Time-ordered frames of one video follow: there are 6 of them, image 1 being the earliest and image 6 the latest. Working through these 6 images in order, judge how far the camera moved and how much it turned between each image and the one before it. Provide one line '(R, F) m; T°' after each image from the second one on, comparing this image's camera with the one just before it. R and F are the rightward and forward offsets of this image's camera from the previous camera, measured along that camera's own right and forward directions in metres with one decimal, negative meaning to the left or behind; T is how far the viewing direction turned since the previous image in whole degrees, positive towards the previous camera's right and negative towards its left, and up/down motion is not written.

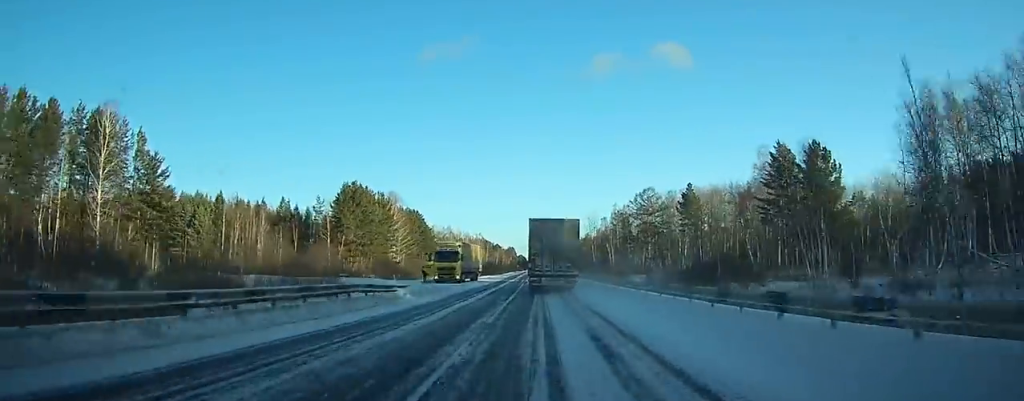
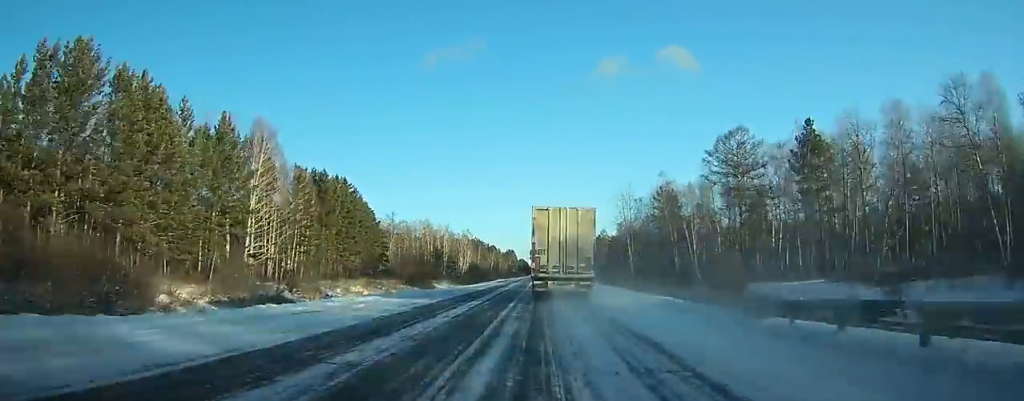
(-0.9, +71.7) m; -1°
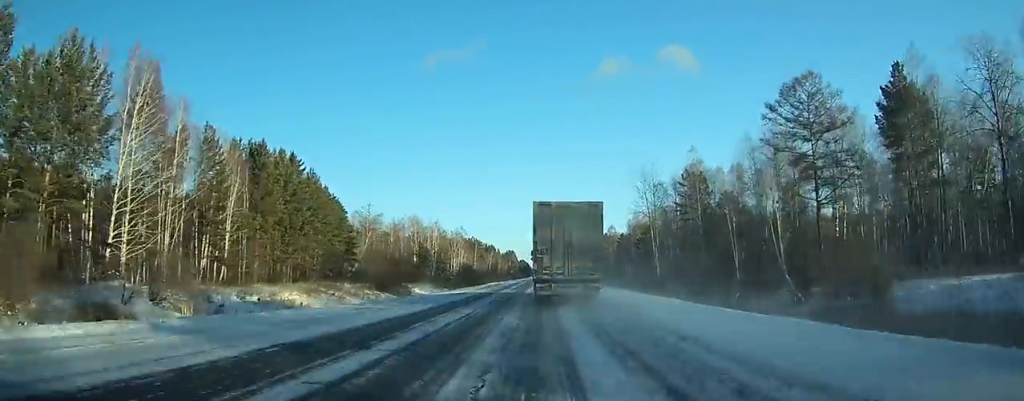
(0.0, +25.0) m; 0°
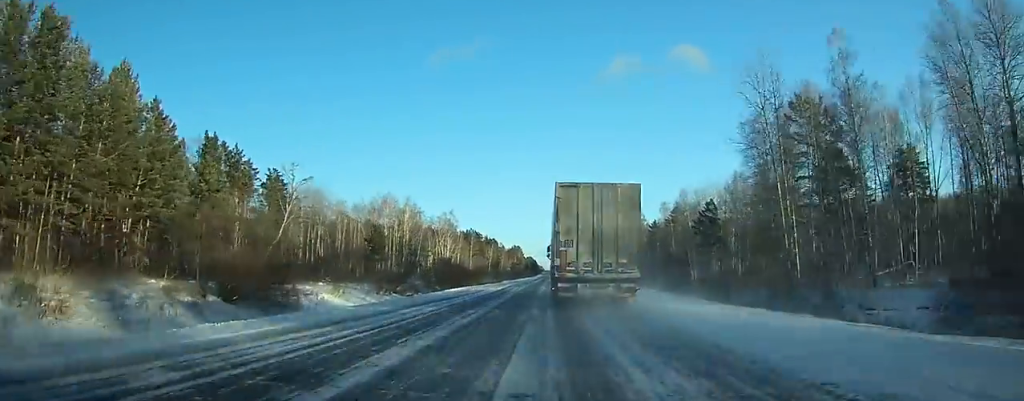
(-0.2, +51.6) m; 0°
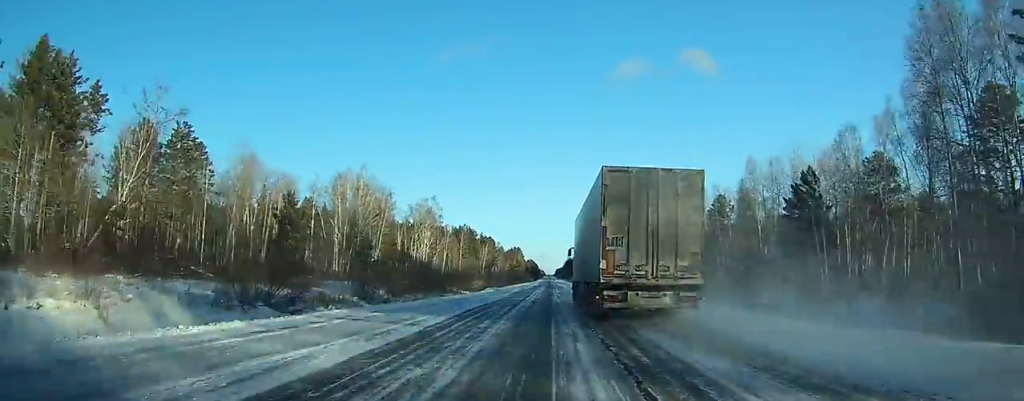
(-0.2, +39.5) m; 0°
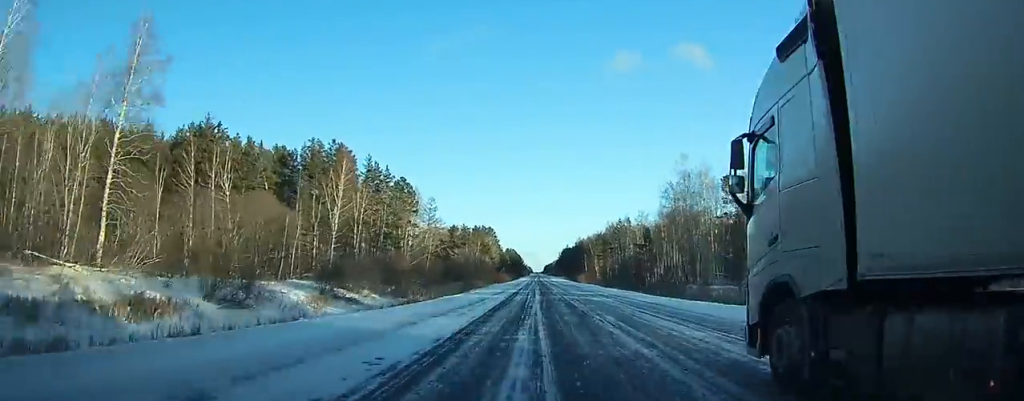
(+2.4, +171.9) m; +2°
